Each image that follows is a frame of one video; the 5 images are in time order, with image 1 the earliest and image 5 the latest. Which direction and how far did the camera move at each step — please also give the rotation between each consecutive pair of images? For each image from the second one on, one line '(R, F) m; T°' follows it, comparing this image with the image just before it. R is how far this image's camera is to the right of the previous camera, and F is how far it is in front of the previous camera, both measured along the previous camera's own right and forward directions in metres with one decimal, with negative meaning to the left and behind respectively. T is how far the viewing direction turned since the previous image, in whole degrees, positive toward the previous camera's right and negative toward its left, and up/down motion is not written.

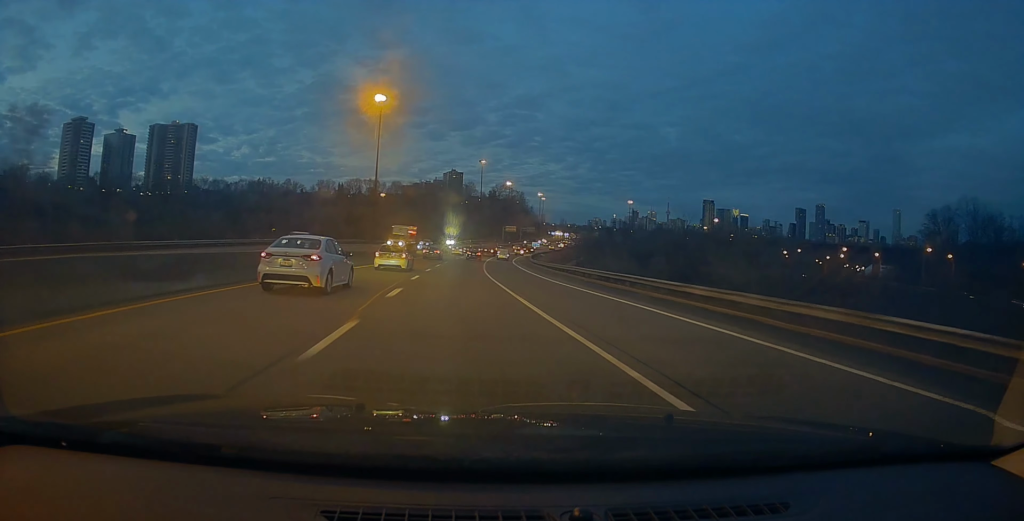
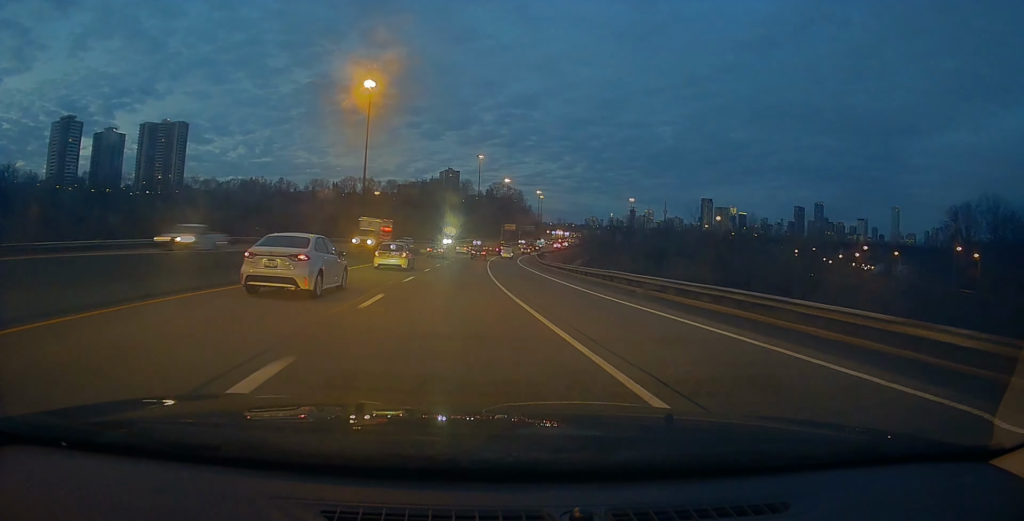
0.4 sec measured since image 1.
(0.0, +12.0) m; 0°
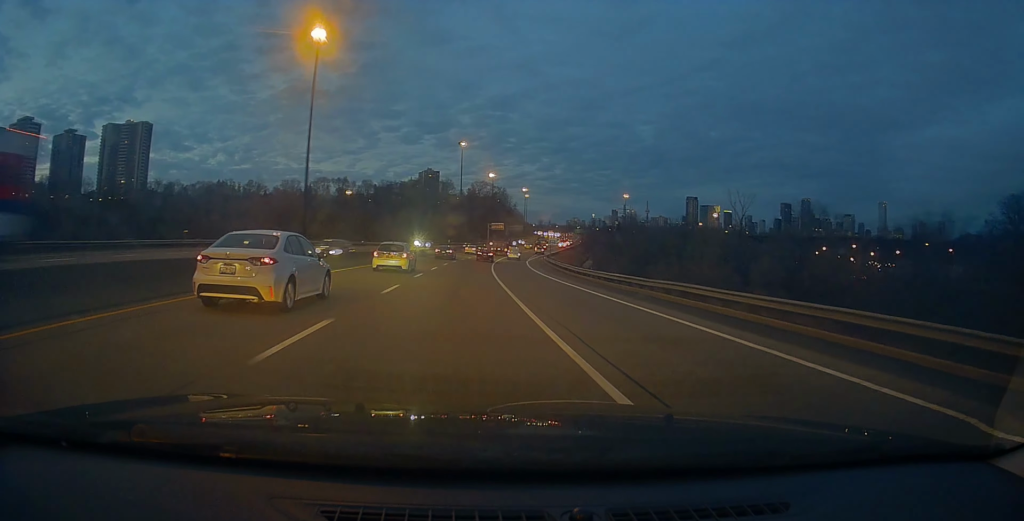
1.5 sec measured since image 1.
(+0.4, +33.7) m; +2°
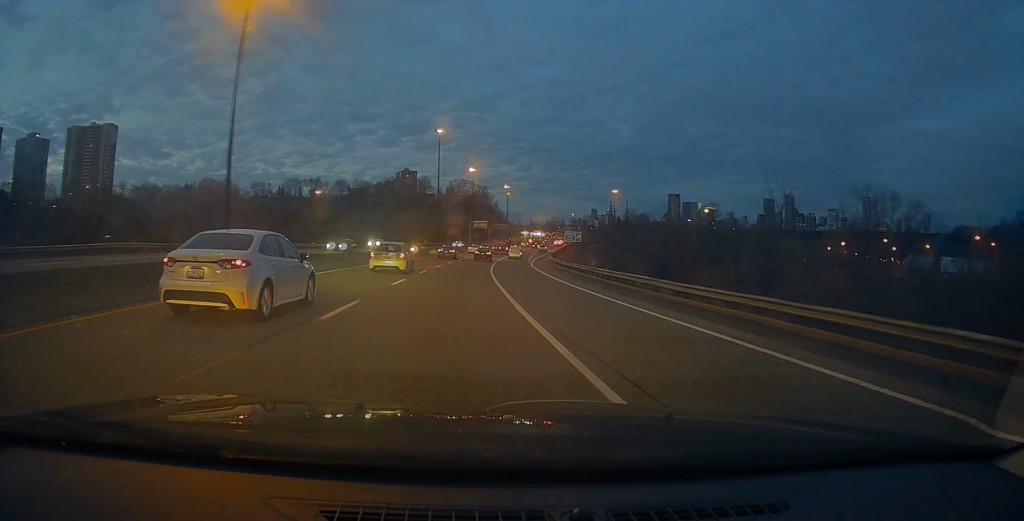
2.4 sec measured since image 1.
(+0.3, +24.5) m; +1°
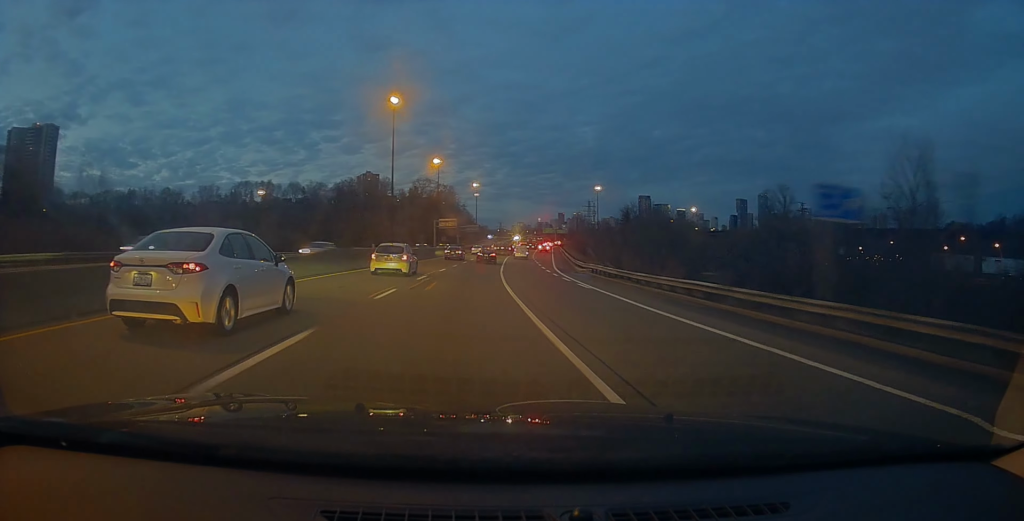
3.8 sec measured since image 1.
(+0.9, +41.8) m; +4°
